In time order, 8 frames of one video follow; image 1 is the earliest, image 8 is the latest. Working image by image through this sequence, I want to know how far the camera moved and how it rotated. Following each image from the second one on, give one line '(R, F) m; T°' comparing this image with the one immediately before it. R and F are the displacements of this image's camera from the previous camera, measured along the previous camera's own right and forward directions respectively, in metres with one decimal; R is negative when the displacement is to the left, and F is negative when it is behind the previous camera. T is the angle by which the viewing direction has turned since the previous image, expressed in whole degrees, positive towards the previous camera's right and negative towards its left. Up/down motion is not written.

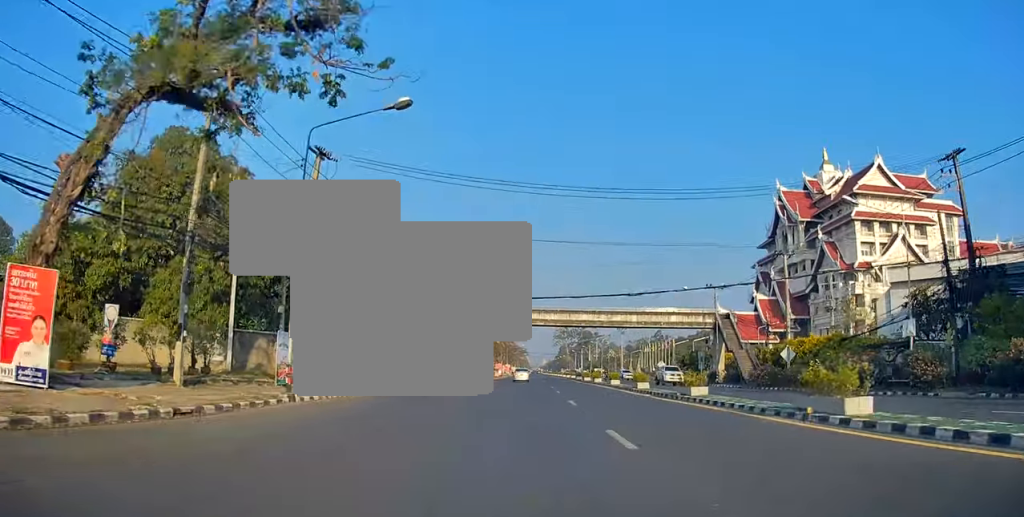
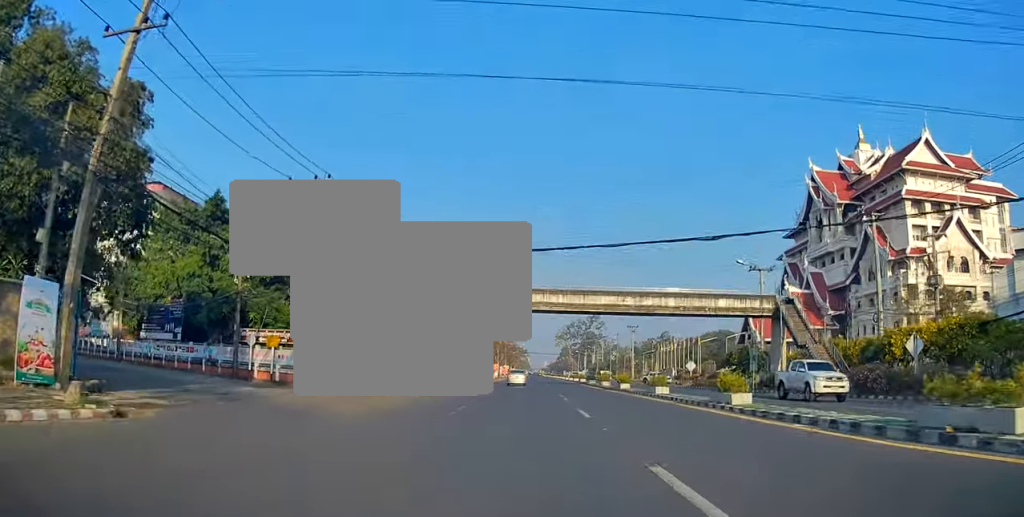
(-0.4, +16.6) m; -1°
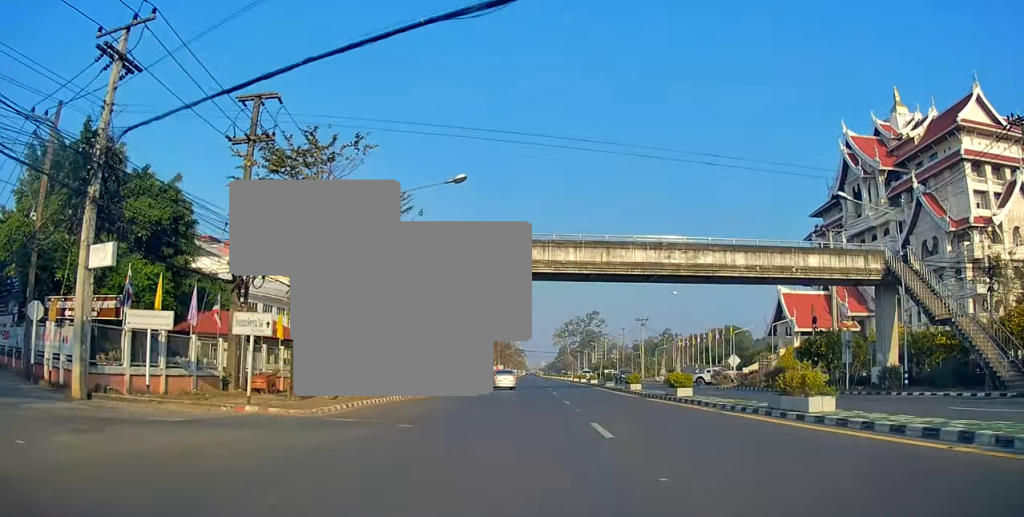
(0.0, +17.8) m; 0°
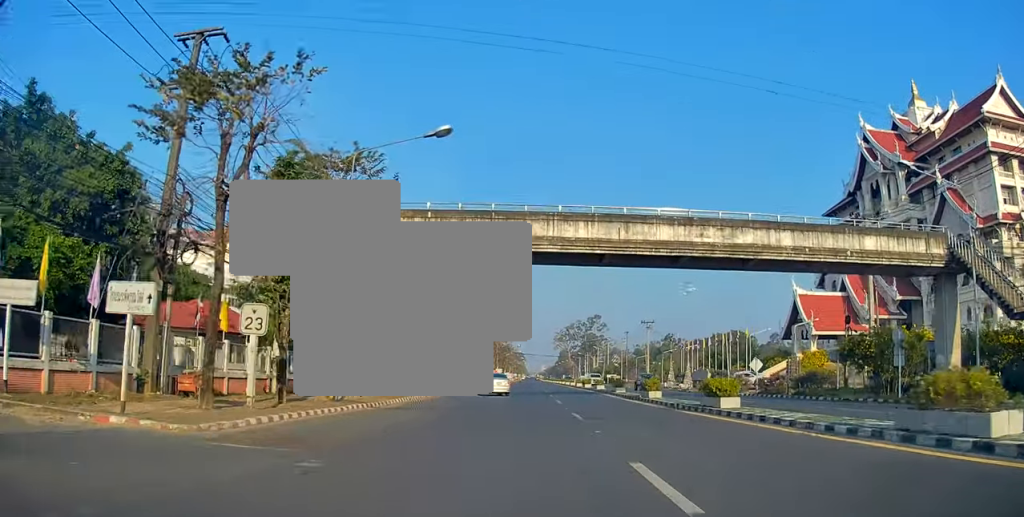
(0.0, +6.1) m; 0°
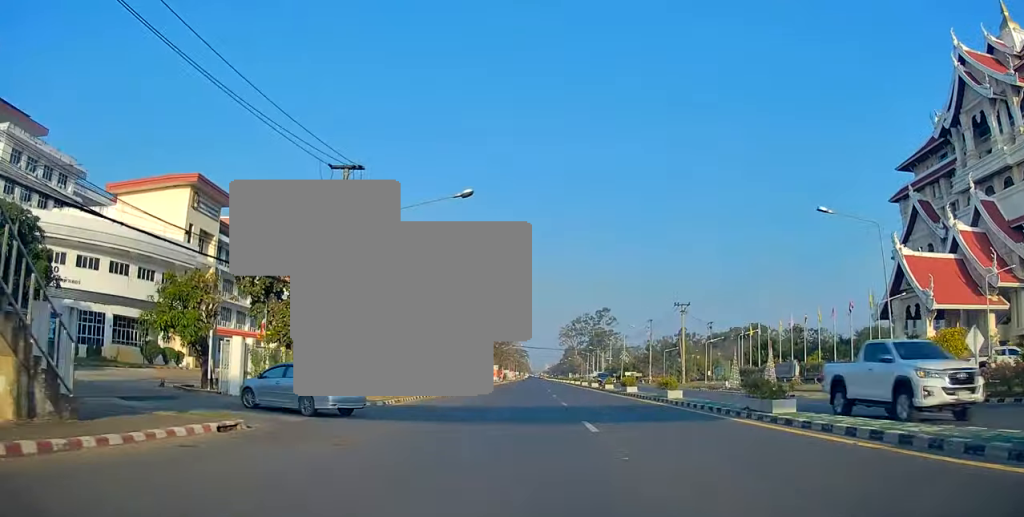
(0.0, +28.8) m; 0°
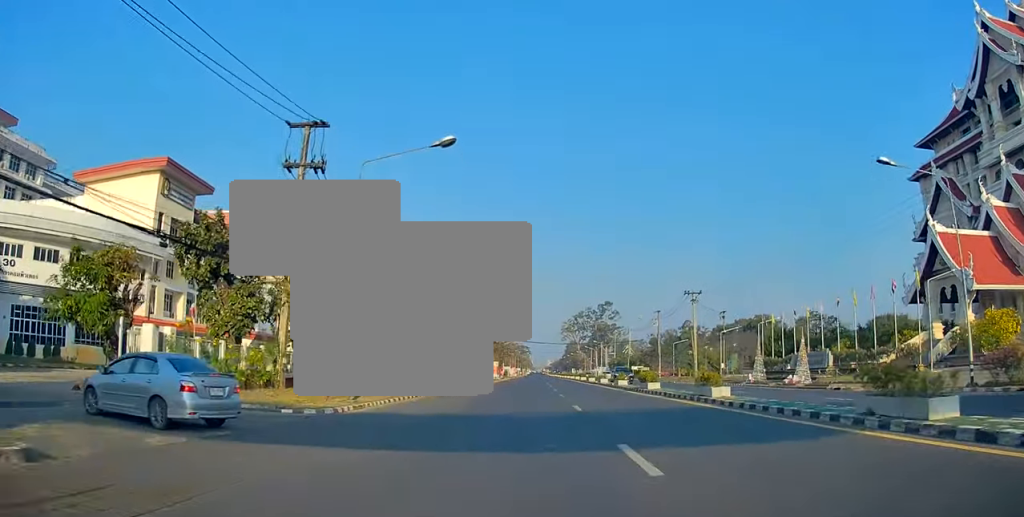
(0.0, +6.5) m; 0°
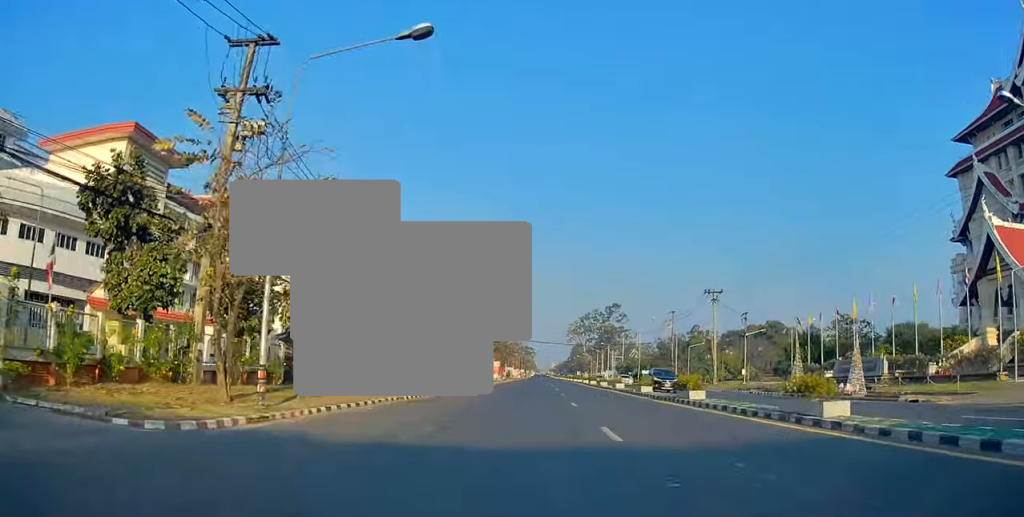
(0.0, +8.0) m; -1°
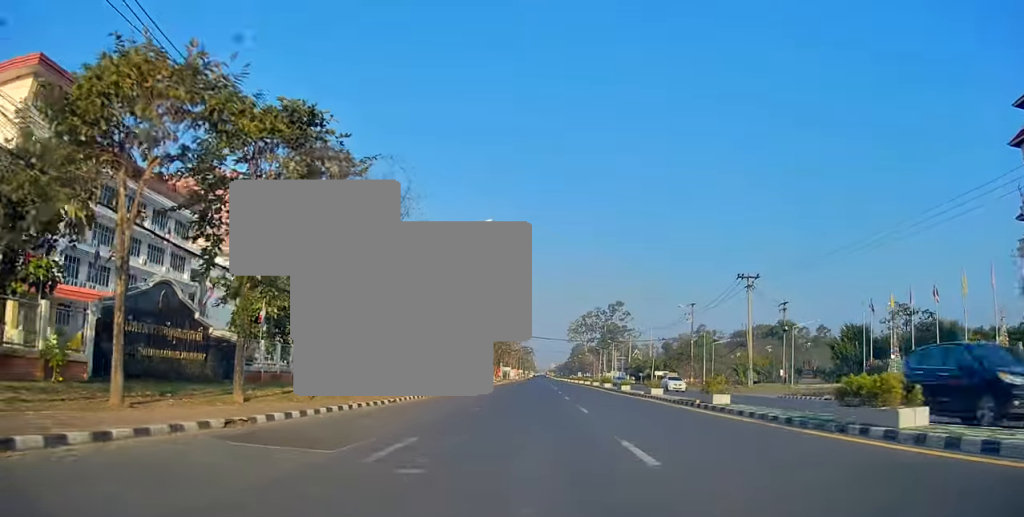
(-0.2, +14.5) m; +1°
